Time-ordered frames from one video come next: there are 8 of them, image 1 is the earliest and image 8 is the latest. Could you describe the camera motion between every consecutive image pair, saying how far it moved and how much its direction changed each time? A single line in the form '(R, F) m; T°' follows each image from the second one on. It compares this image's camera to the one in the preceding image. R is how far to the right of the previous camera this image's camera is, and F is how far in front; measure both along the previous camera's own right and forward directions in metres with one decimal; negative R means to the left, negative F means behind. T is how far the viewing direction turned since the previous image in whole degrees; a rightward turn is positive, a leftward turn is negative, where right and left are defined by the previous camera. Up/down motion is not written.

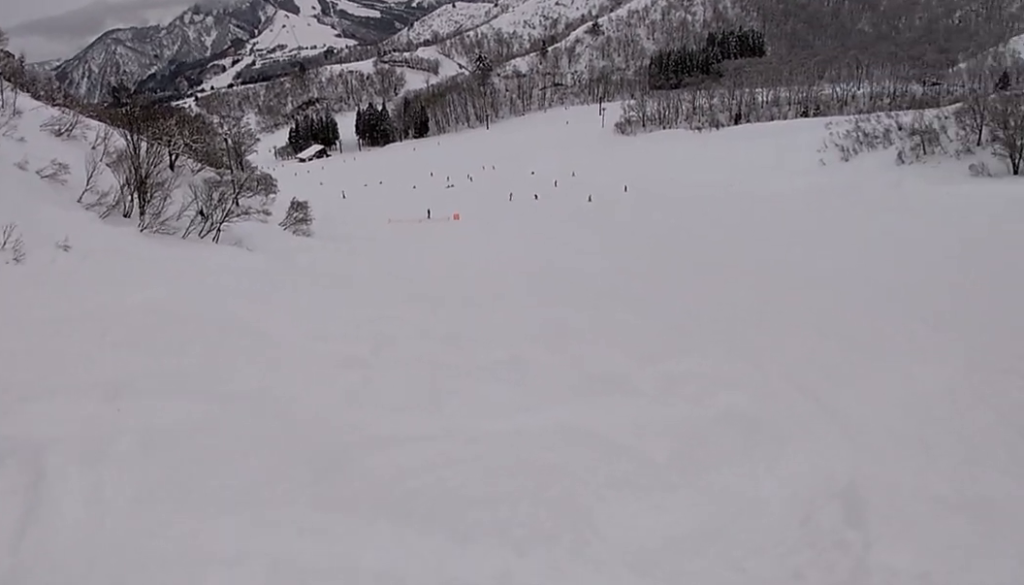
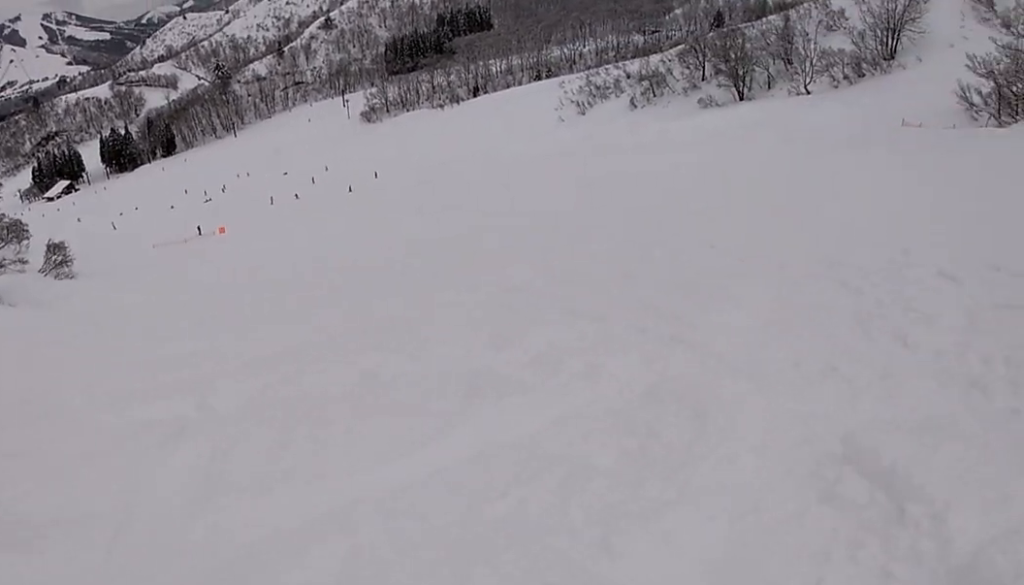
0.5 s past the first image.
(+0.8, +1.0) m; +12°
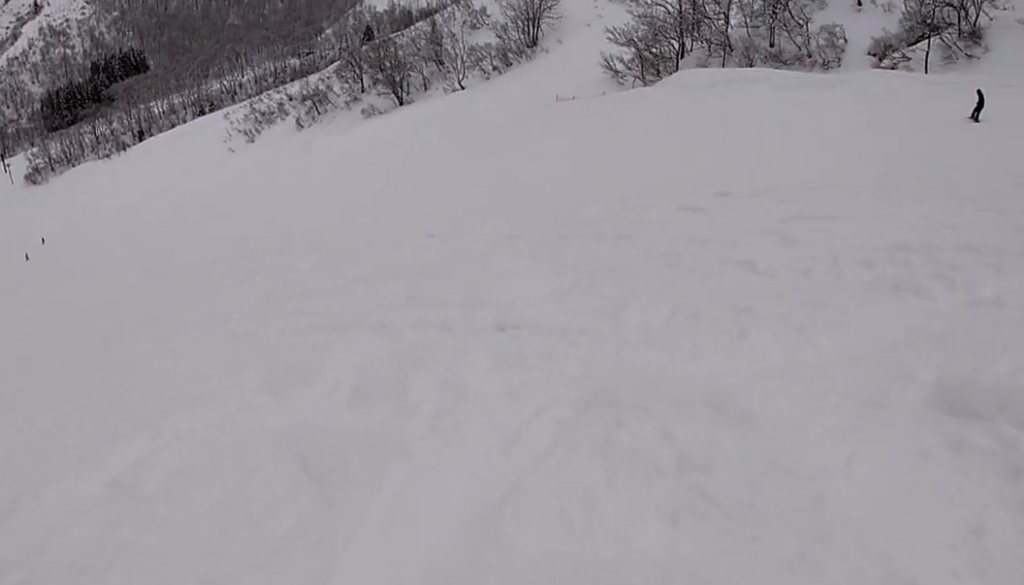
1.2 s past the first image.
(+0.4, +2.1) m; +5°
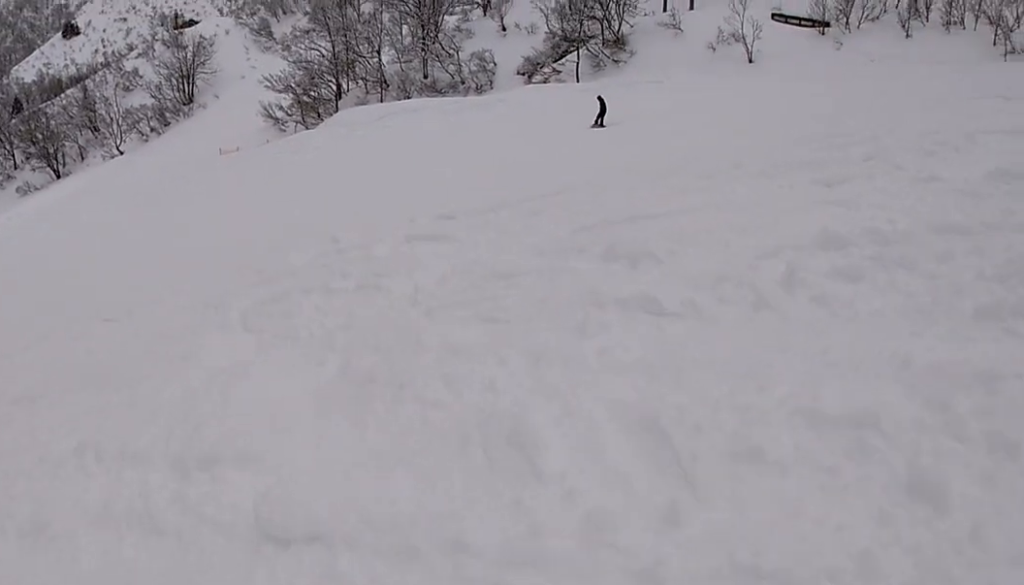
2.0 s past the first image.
(-0.5, +3.4) m; -14°
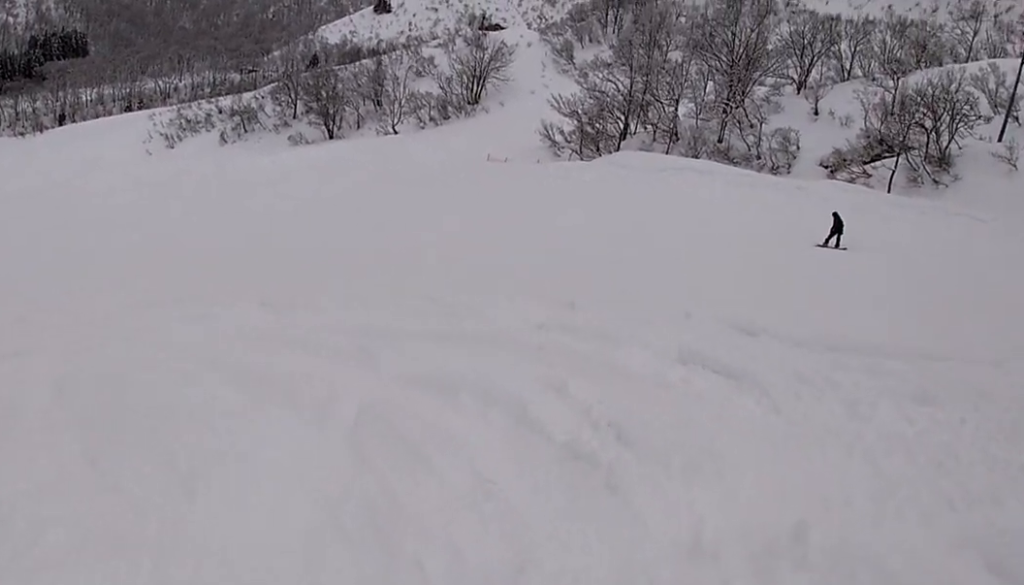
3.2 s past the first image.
(-0.9, +4.4) m; -36°
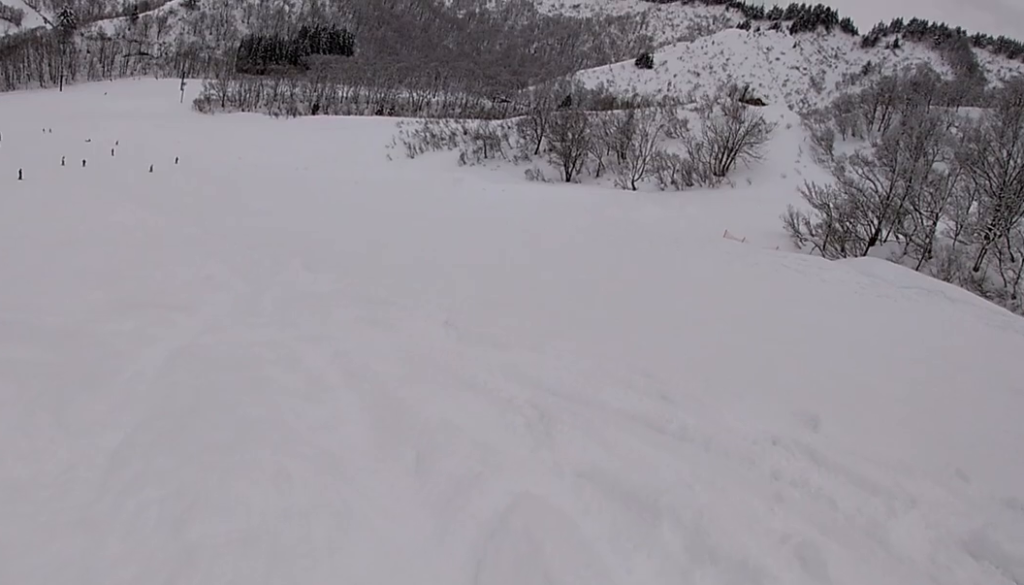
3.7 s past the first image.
(-0.4, +1.8) m; -17°
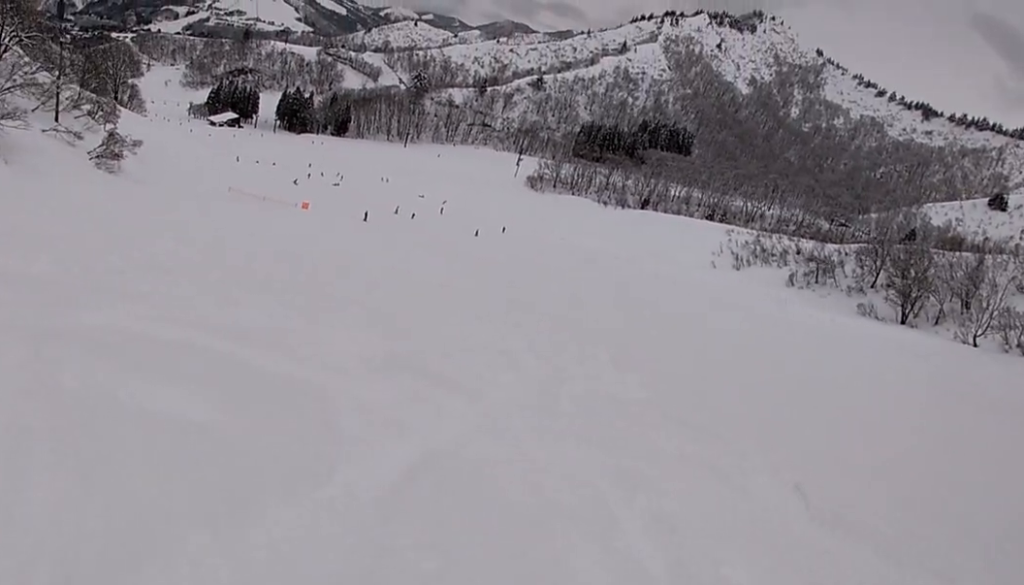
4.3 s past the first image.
(-0.6, +2.8) m; -12°
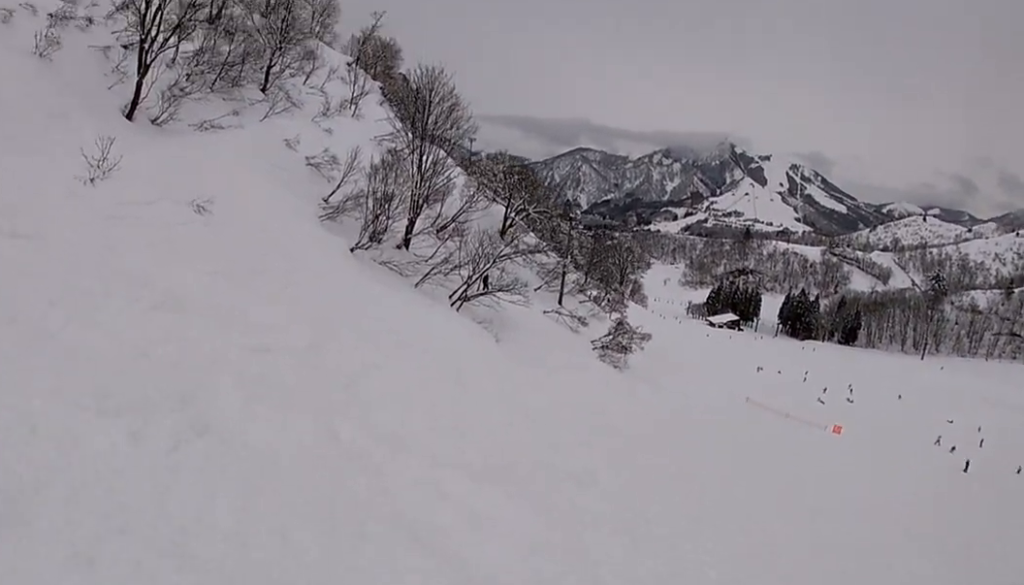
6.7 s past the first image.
(-4.2, +10.1) m; -34°
